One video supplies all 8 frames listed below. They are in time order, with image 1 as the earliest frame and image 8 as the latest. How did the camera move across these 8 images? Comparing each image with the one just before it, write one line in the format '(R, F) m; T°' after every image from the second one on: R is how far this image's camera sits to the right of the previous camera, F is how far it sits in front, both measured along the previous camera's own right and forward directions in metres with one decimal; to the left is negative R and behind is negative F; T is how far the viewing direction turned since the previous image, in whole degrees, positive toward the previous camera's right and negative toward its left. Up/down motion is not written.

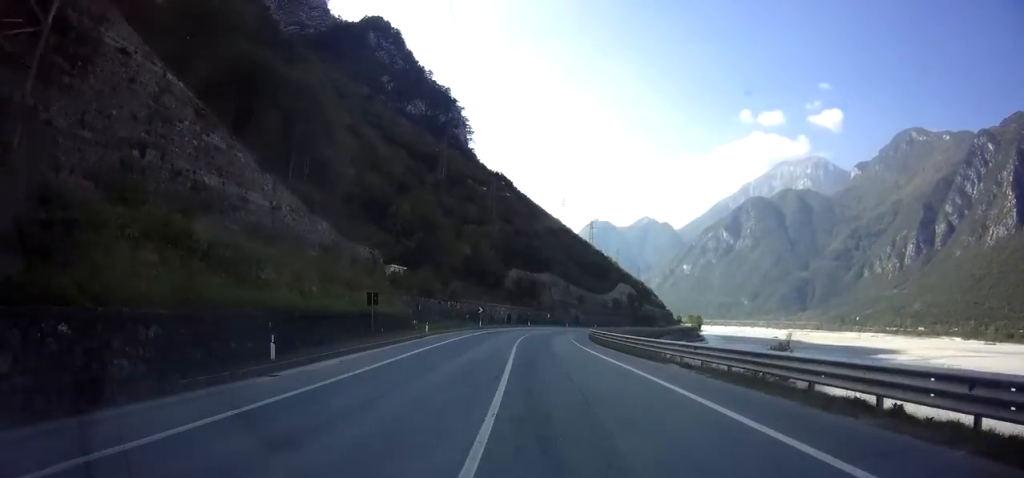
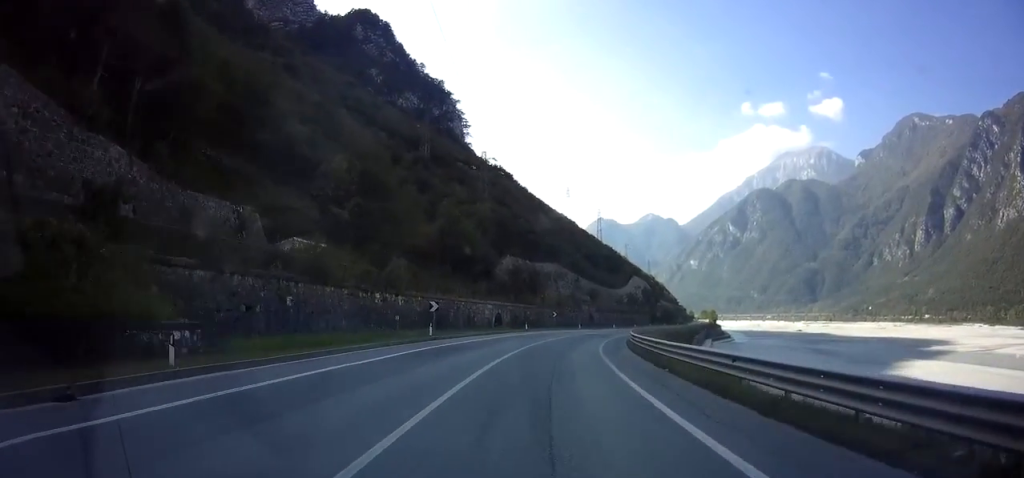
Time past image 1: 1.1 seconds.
(+0.4, +25.2) m; +2°
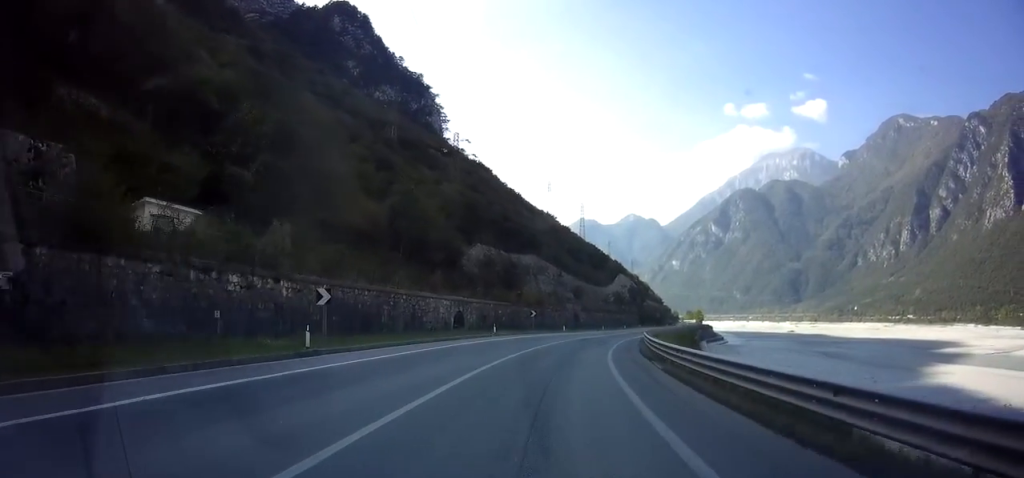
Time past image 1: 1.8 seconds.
(+0.3, +14.0) m; +2°
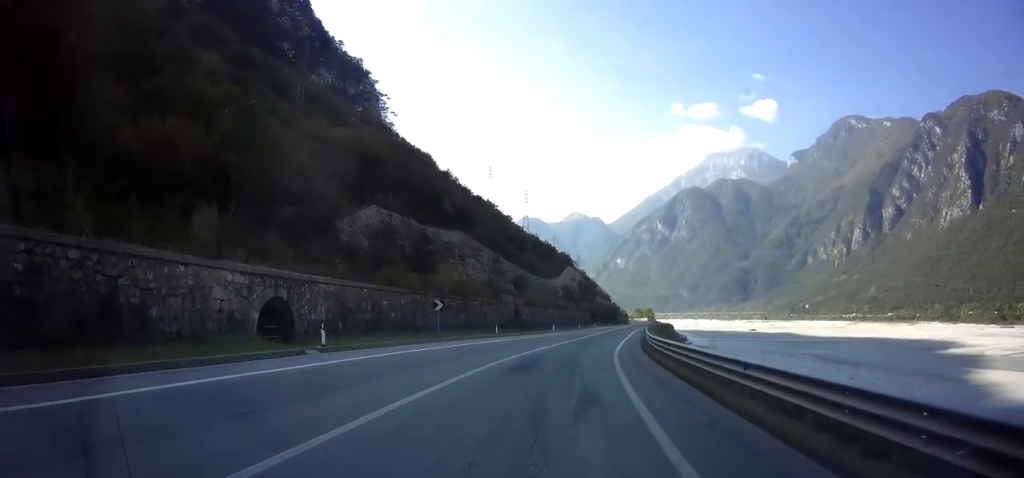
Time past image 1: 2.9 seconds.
(+0.9, +24.5) m; +5°
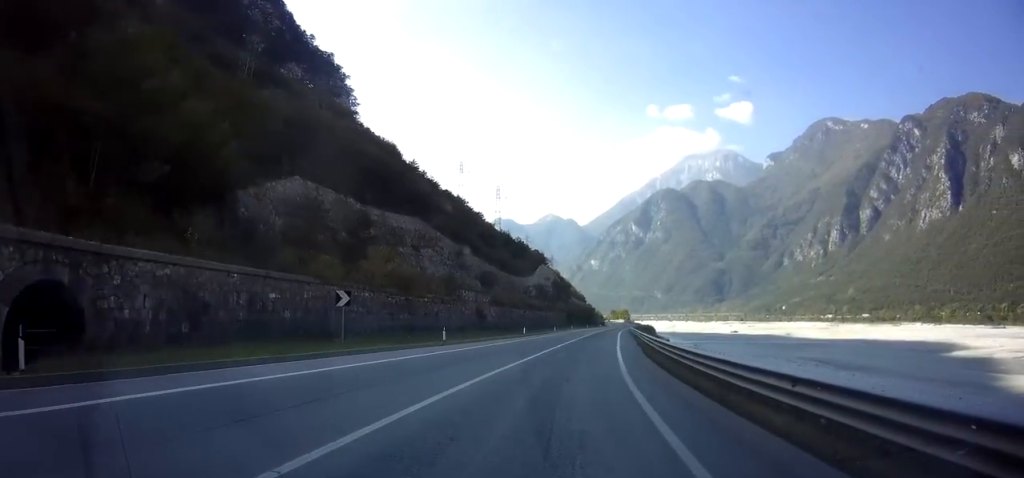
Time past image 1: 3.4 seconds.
(+0.1, +11.2) m; +2°
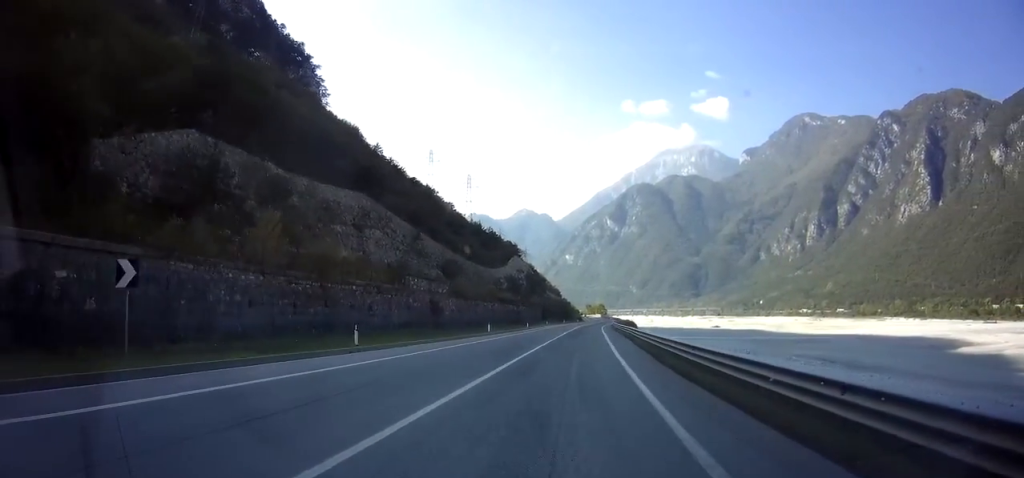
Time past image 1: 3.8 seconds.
(+0.3, +10.5) m; +2°
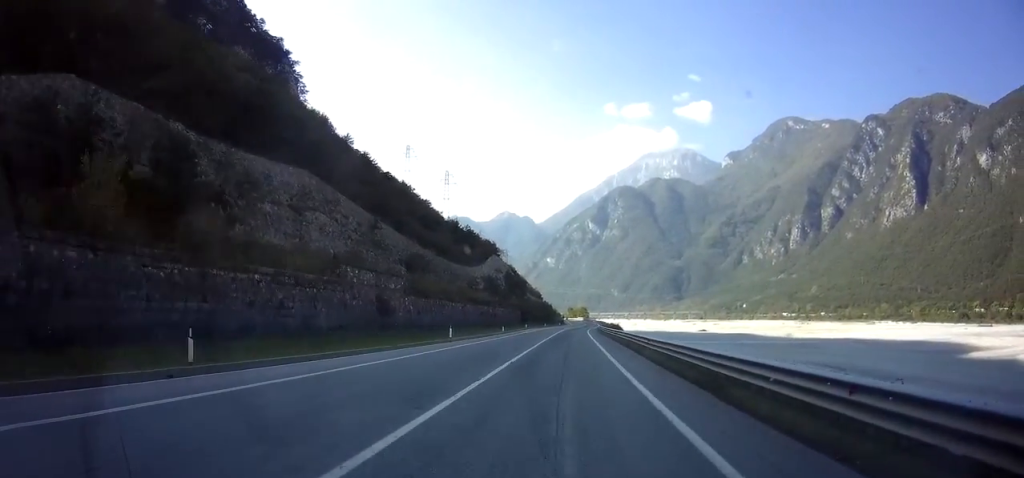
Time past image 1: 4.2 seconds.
(-0.1, +9.0) m; +2°
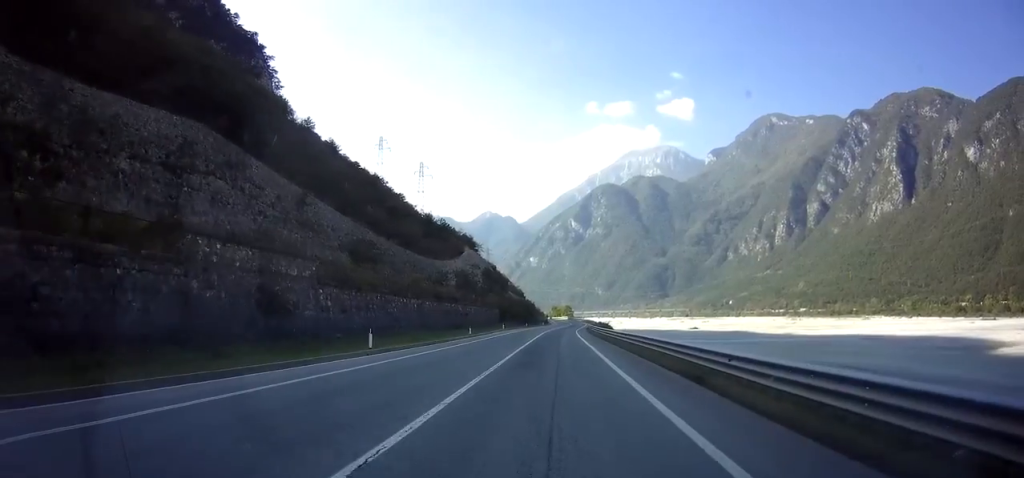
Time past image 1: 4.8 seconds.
(+0.5, +12.9) m; +1°
